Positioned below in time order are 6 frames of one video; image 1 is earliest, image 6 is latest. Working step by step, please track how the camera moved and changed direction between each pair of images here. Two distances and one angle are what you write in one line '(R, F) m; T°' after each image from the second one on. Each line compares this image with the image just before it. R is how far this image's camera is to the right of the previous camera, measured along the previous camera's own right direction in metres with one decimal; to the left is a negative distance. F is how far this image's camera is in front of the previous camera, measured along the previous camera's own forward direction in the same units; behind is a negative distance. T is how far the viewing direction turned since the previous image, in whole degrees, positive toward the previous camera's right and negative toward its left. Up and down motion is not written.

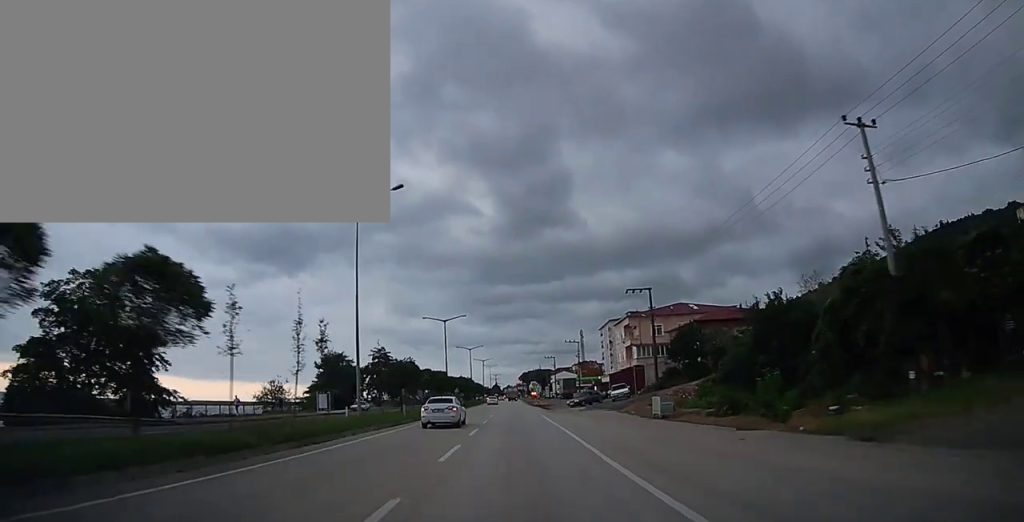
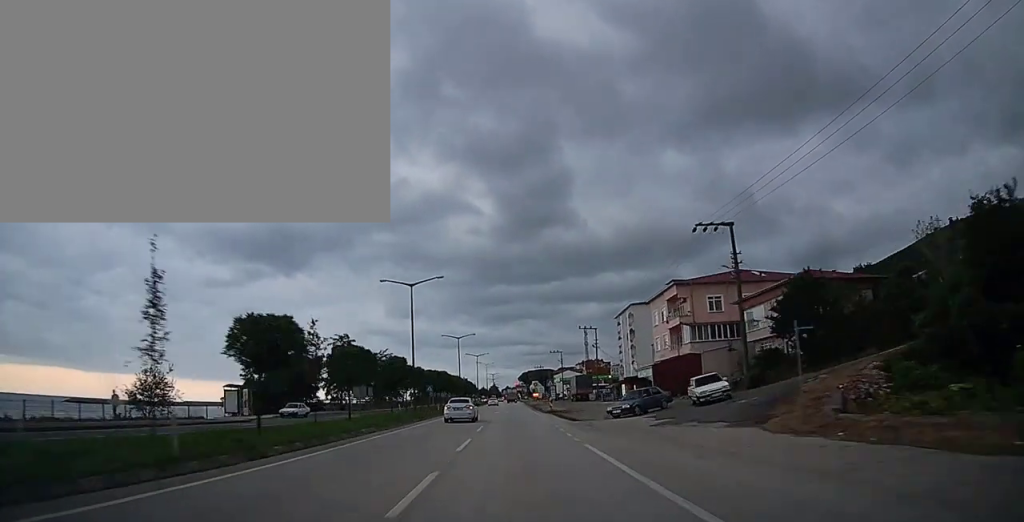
(0.0, +23.6) m; +1°
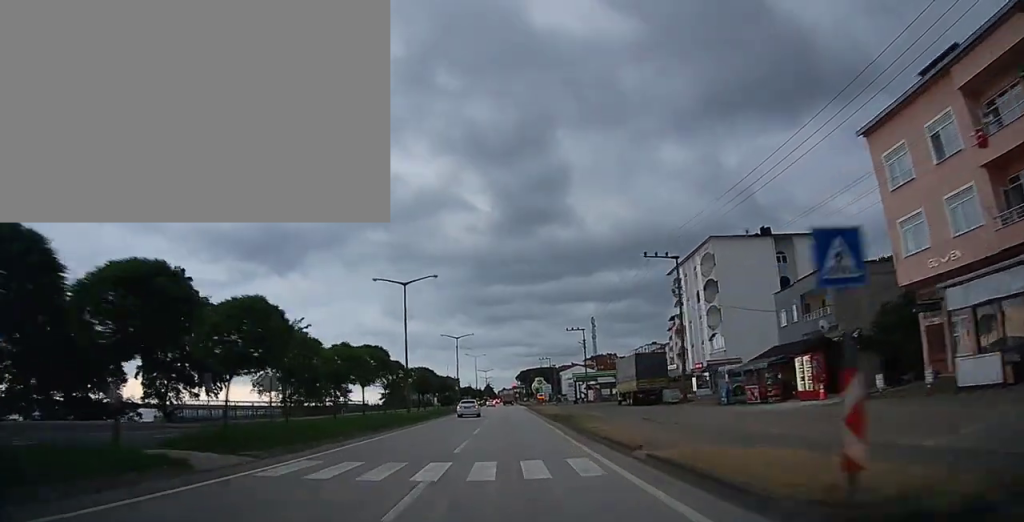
(+0.3, +43.6) m; 0°
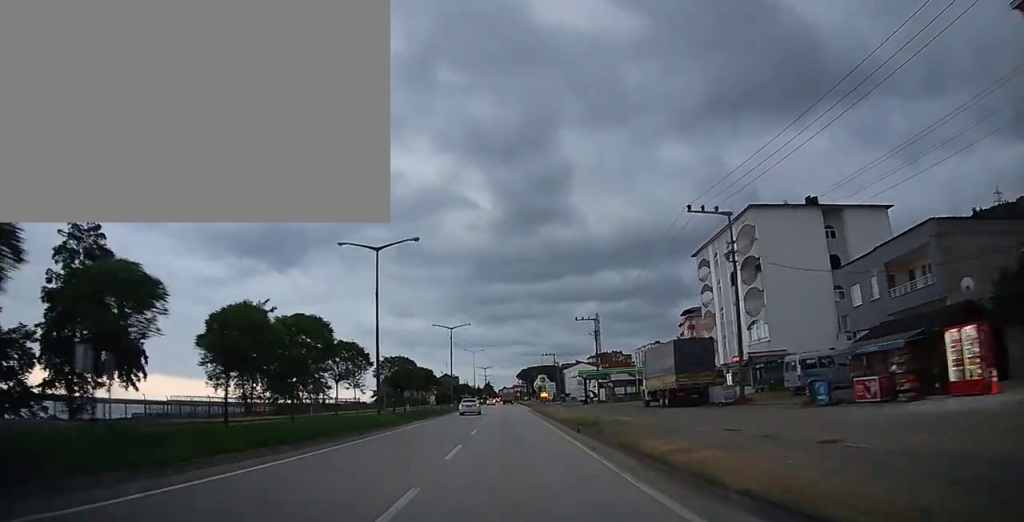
(0.0, +10.4) m; 0°
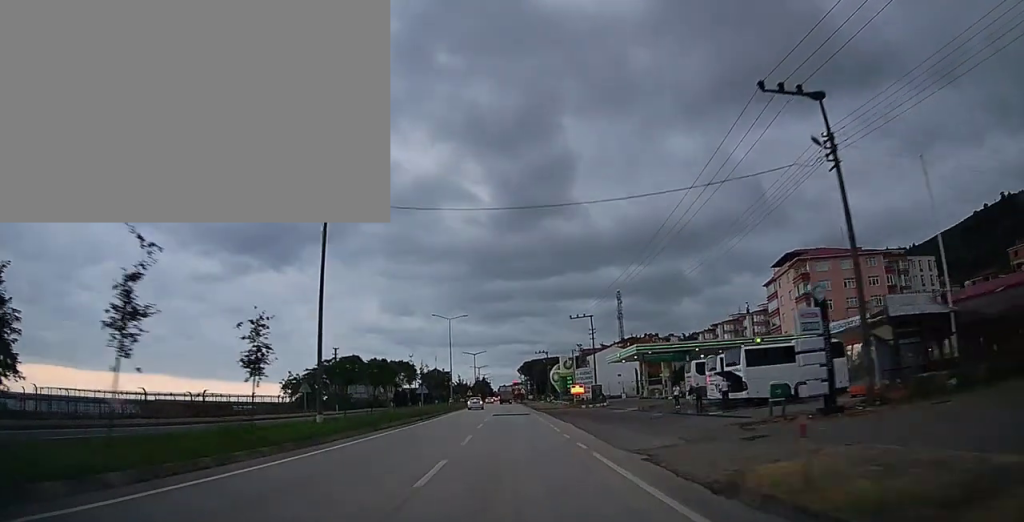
(0.0, +56.4) m; 0°
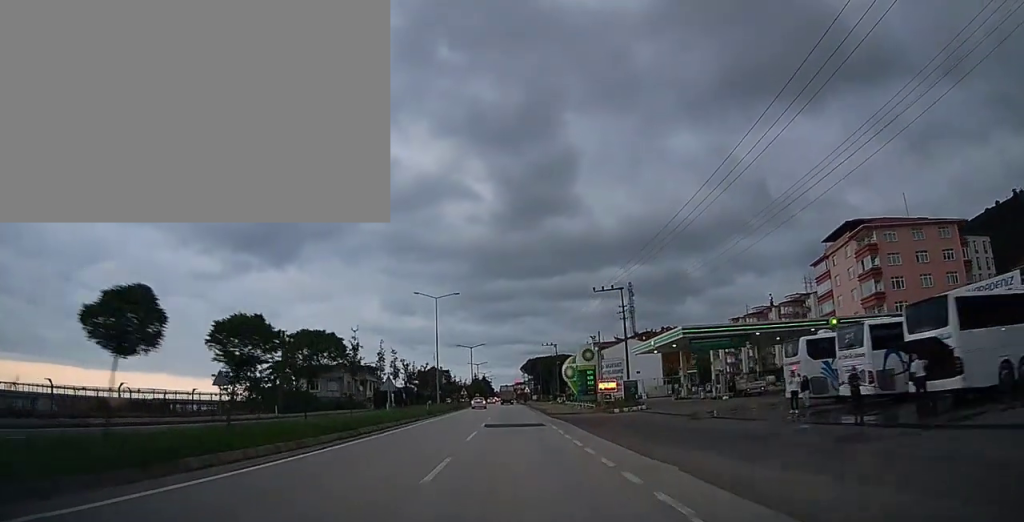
(+0.2, +17.3) m; 0°
